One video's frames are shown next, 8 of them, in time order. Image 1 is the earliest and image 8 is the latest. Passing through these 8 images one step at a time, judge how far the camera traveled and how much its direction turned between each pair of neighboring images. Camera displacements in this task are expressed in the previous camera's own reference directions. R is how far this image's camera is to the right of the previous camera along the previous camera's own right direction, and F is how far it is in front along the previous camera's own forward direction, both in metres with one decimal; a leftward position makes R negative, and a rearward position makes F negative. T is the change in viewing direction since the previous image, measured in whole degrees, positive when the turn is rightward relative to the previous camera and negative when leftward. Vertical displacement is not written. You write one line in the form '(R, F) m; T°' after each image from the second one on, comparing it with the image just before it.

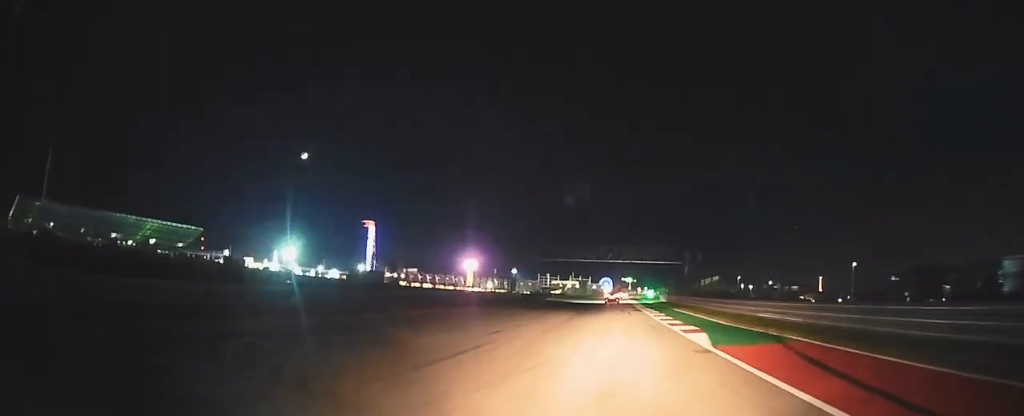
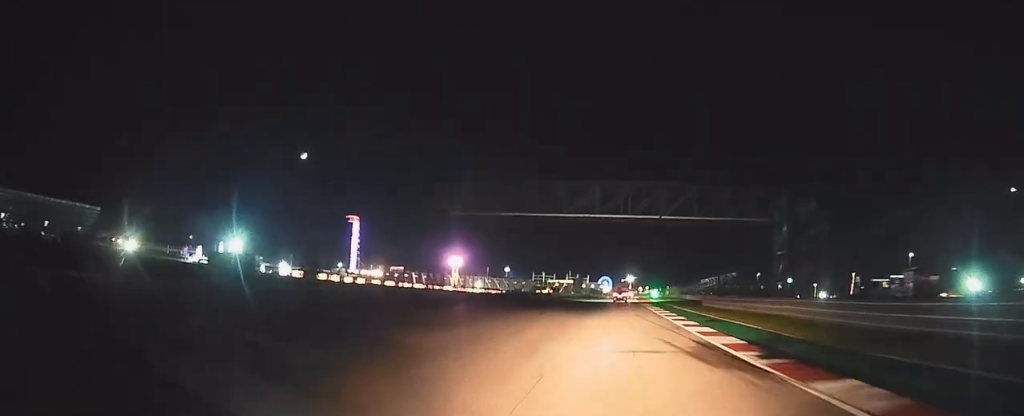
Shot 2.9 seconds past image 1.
(+0.3, +45.4) m; +1°
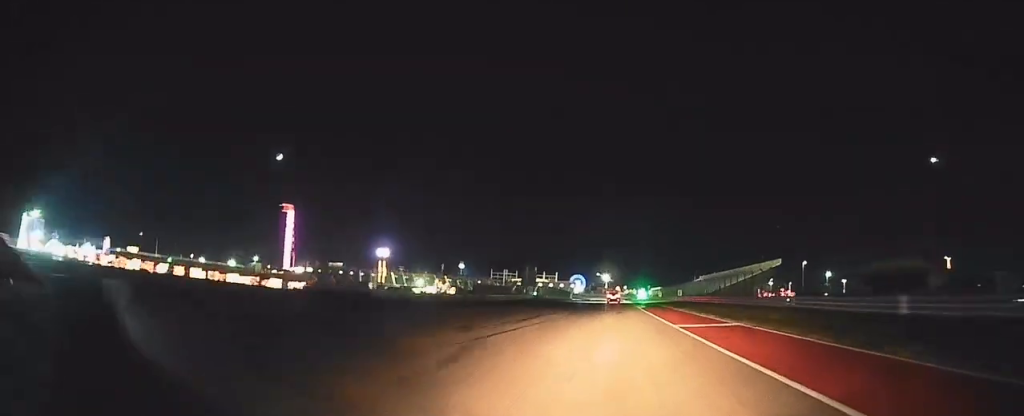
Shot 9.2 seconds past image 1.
(+1.9, +99.7) m; +2°
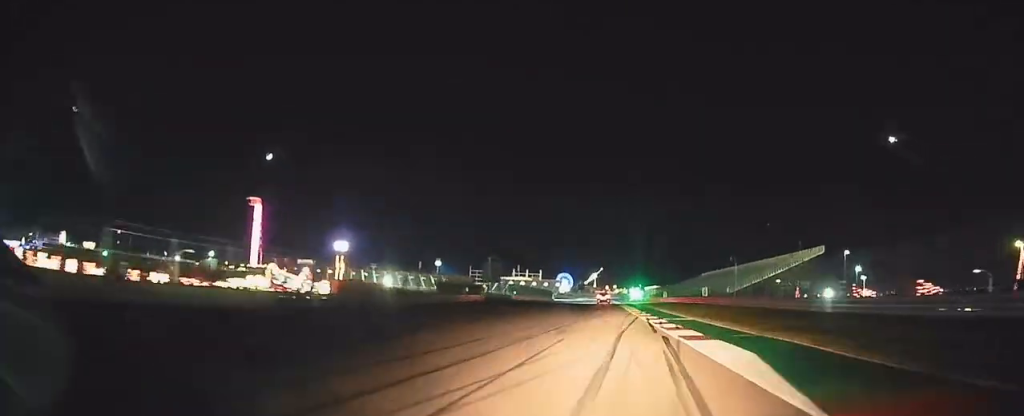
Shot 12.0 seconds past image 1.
(+0.3, +44.4) m; 0°
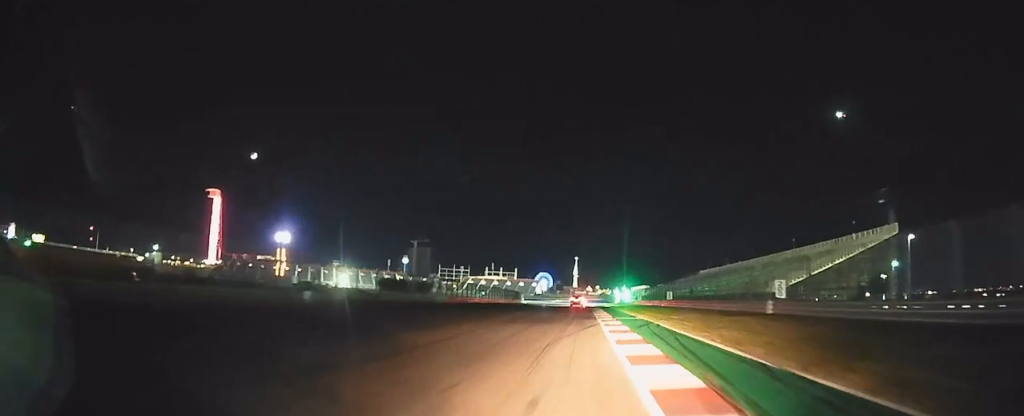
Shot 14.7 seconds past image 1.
(+0.5, +44.0) m; 0°
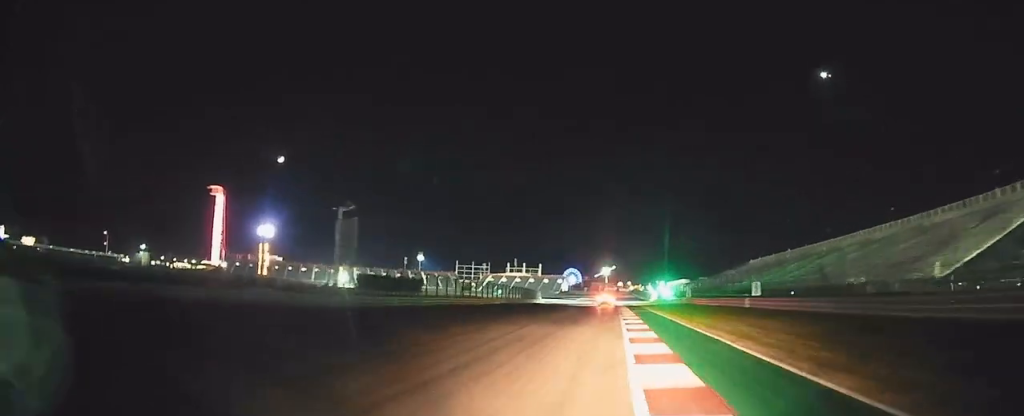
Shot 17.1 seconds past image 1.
(-0.5, +35.8) m; -1°
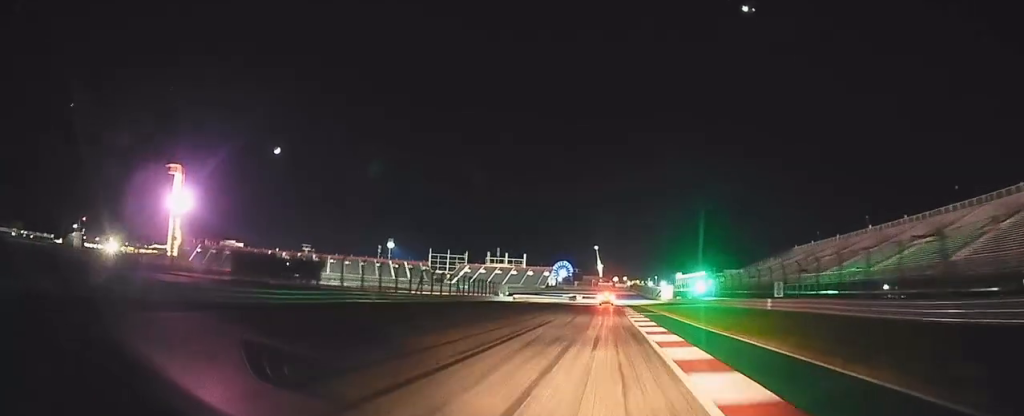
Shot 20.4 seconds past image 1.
(-0.6, +49.5) m; -1°
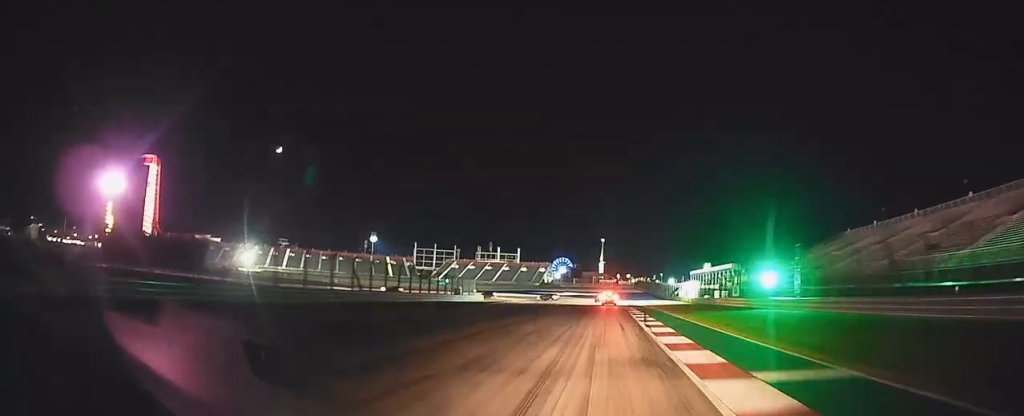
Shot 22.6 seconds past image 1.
(0.0, +29.5) m; 0°
